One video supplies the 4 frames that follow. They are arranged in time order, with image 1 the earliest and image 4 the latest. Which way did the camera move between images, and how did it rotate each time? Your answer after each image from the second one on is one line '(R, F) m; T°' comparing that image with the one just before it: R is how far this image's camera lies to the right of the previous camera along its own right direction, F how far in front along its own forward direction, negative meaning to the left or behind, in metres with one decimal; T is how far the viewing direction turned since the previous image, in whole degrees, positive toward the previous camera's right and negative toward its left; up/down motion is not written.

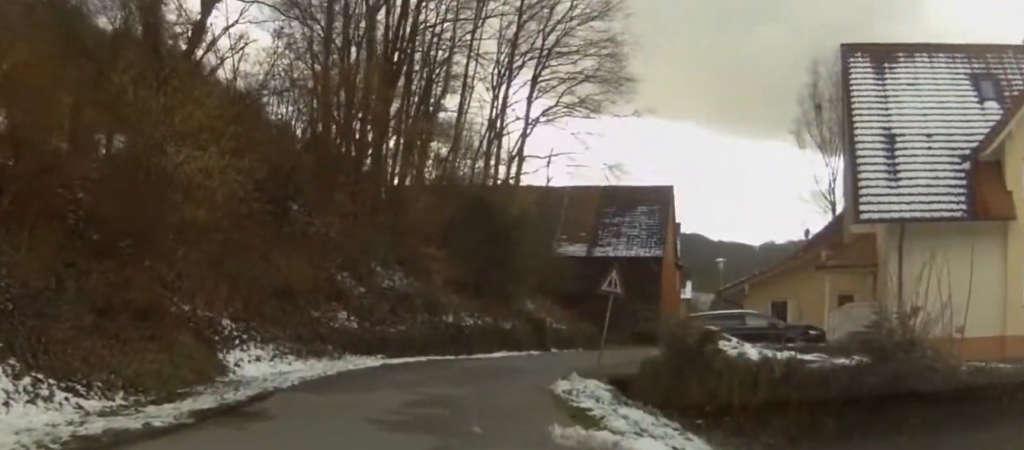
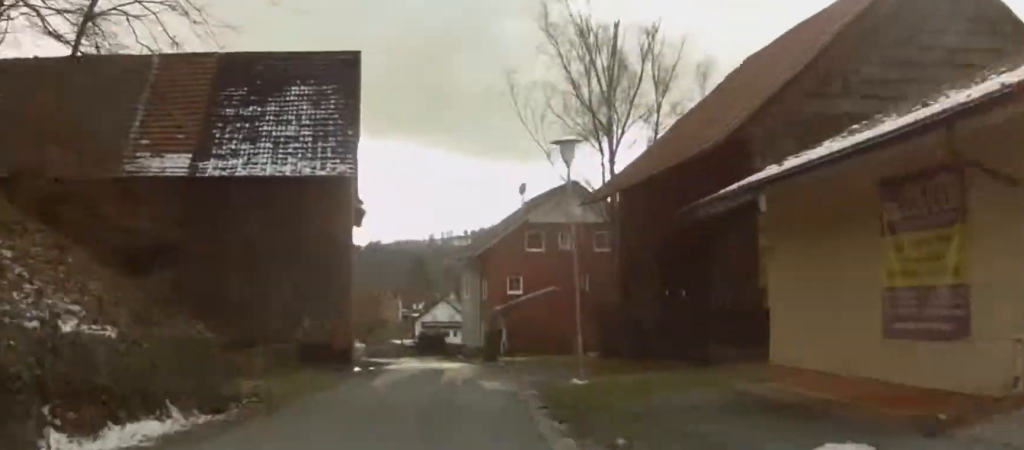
(+0.6, +26.8) m; +15°
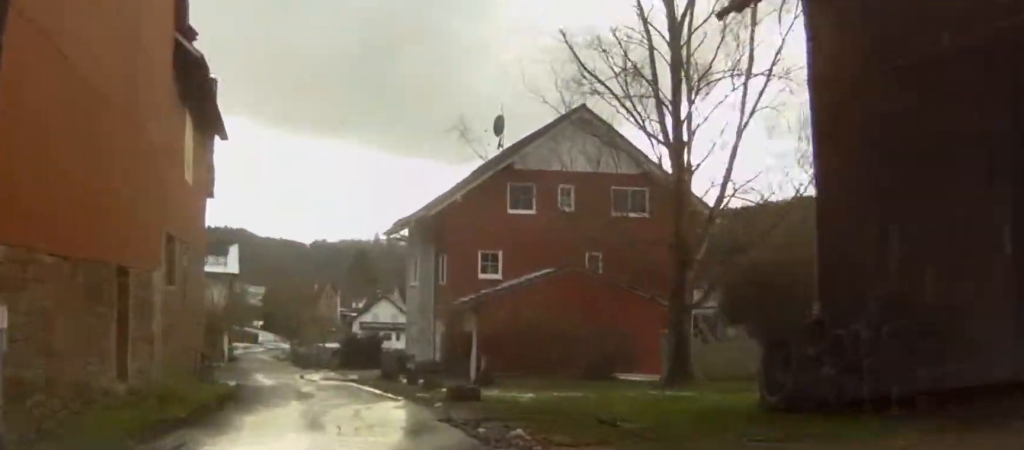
(+1.6, +18.7) m; +4°
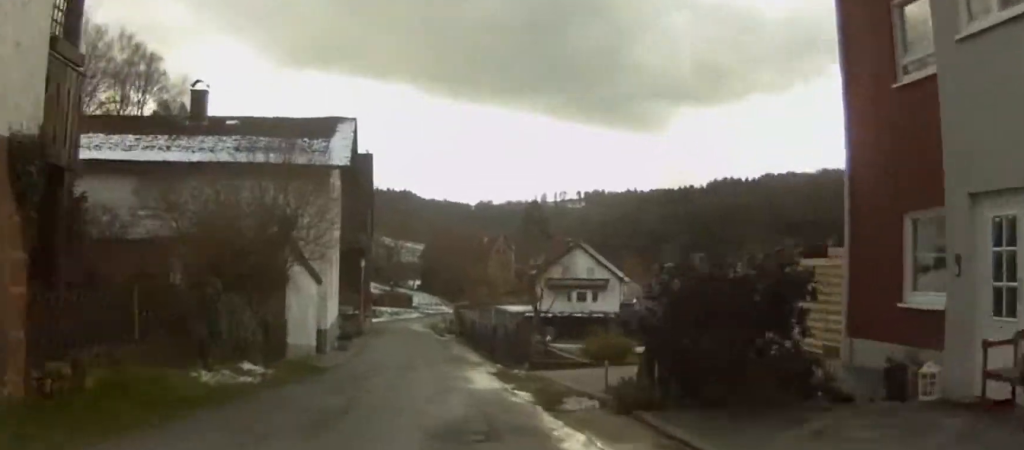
(-2.0, +33.0) m; -8°
